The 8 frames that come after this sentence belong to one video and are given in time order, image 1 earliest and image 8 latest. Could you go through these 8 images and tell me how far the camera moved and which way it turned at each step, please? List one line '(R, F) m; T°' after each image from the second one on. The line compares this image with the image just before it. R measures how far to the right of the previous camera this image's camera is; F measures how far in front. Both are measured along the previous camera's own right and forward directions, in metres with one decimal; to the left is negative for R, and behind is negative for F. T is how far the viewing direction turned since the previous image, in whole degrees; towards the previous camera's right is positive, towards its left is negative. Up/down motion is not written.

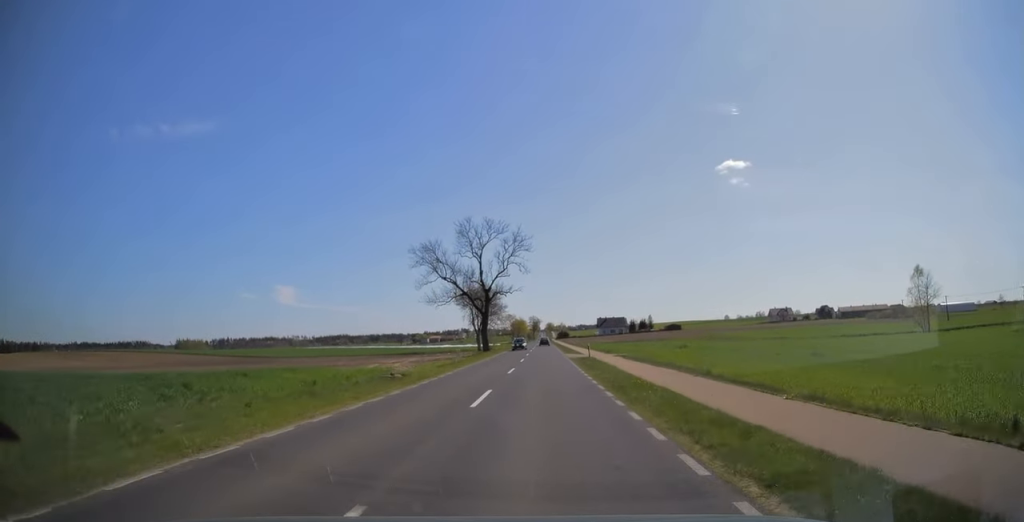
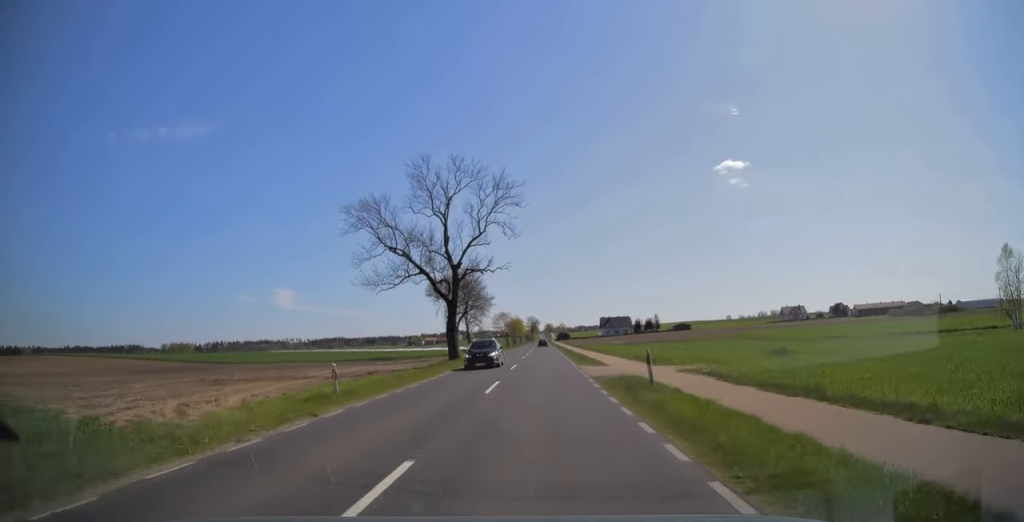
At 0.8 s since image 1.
(+0.2, +21.6) m; 0°
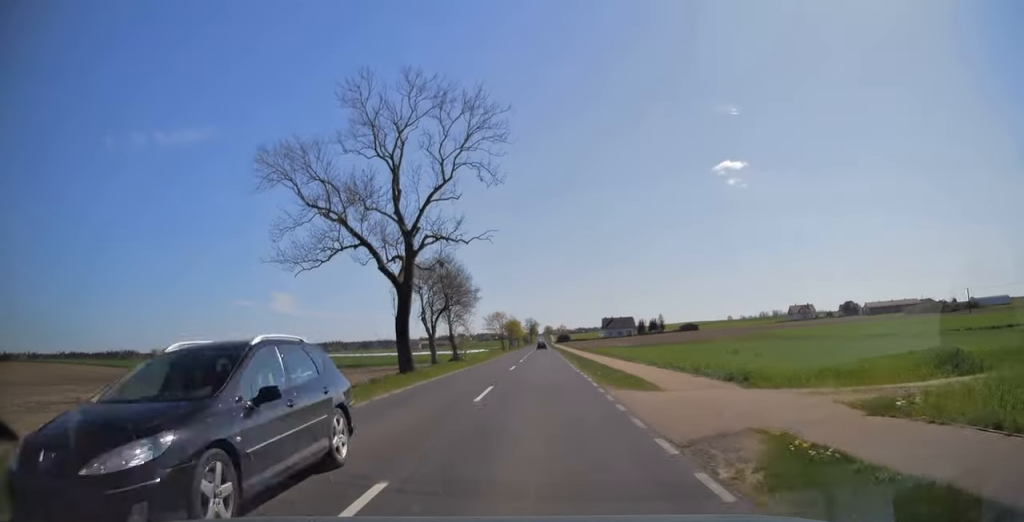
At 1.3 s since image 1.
(-0.1, +13.9) m; 0°
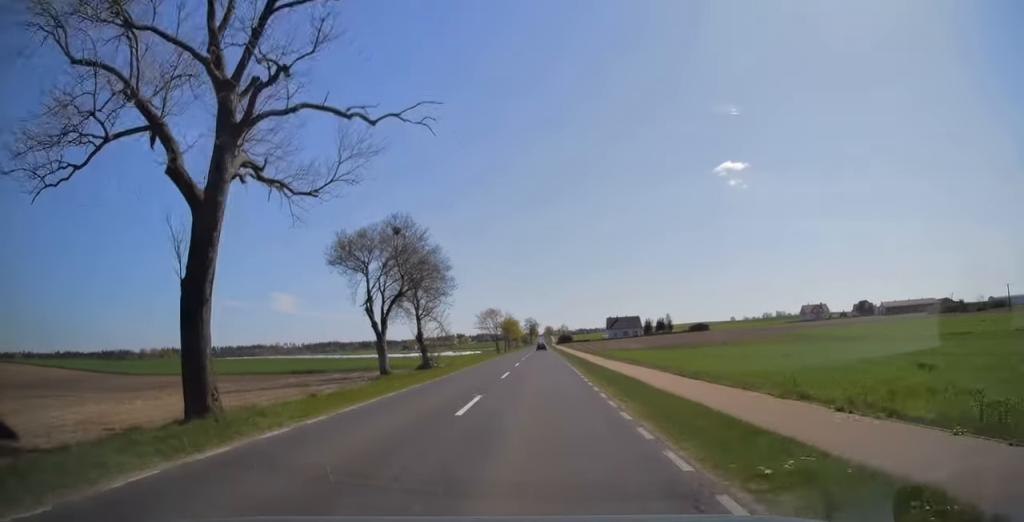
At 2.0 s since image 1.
(-0.1, +17.1) m; 0°
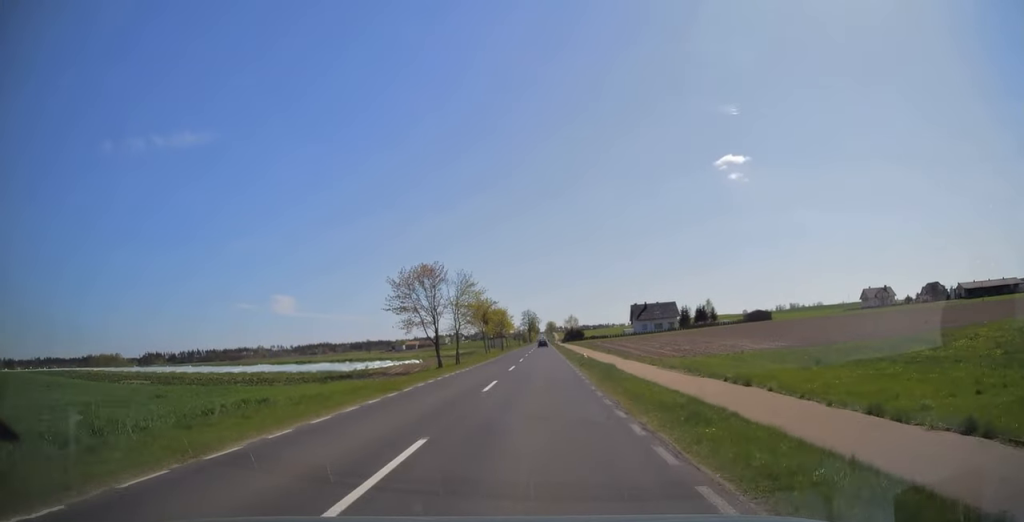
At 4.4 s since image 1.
(-0.1, +66.9) m; 0°
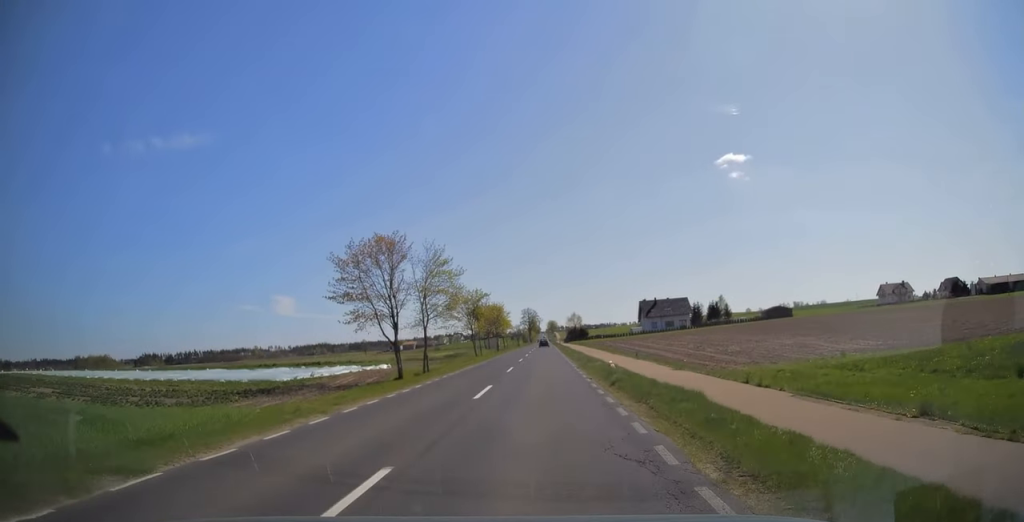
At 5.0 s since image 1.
(0.0, +14.3) m; 0°
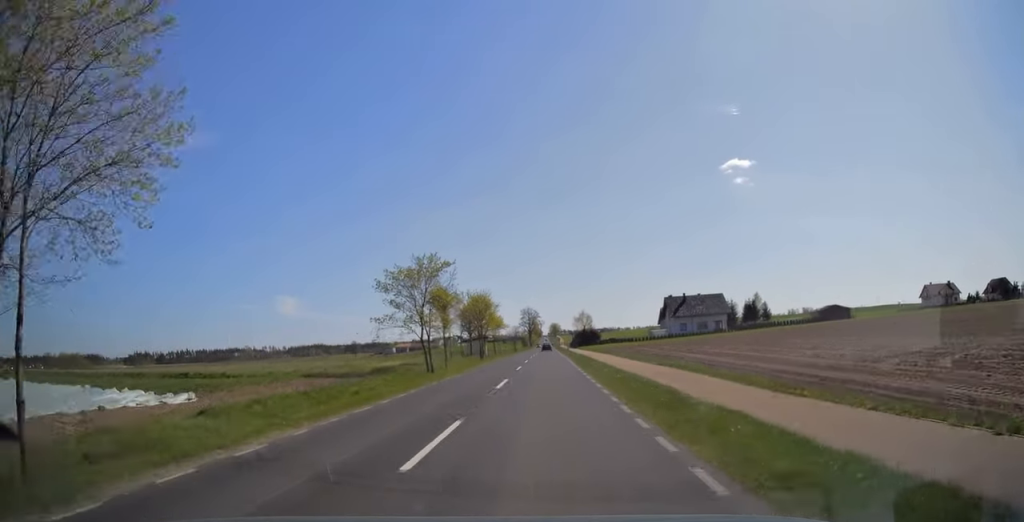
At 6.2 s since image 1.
(-0.1, +31.9) m; 0°
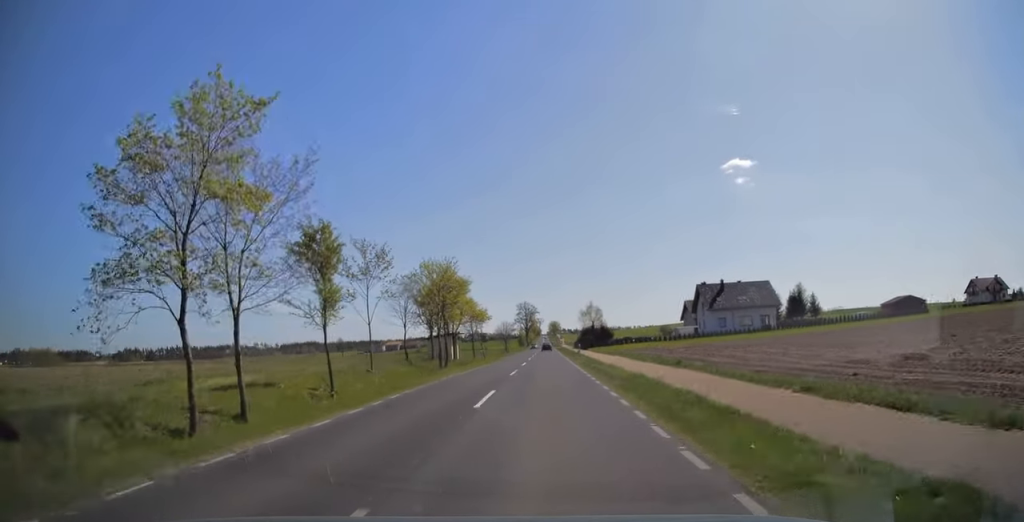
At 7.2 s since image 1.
(0.0, +29.6) m; 0°
